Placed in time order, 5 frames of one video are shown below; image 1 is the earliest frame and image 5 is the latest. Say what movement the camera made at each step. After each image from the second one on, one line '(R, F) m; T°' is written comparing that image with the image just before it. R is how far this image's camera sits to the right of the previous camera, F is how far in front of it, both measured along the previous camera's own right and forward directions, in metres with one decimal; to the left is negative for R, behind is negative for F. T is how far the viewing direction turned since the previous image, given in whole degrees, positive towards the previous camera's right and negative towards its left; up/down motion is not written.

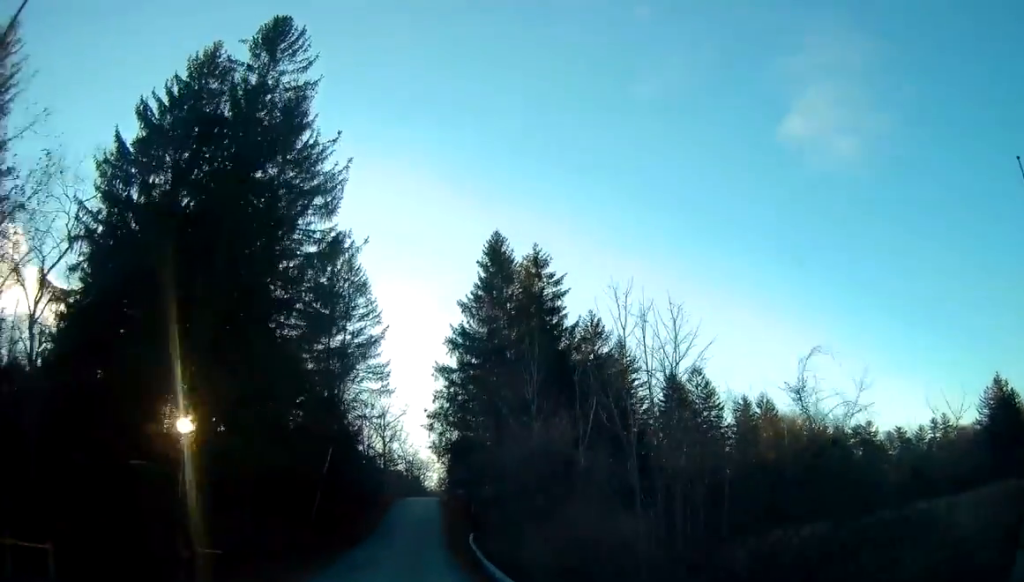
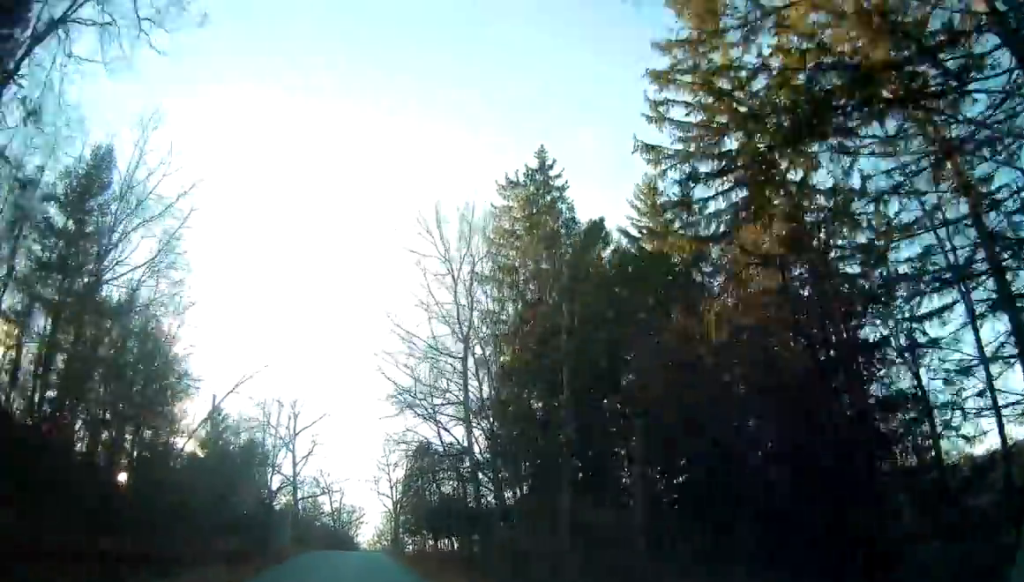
(-11.9, +50.7) m; -4°
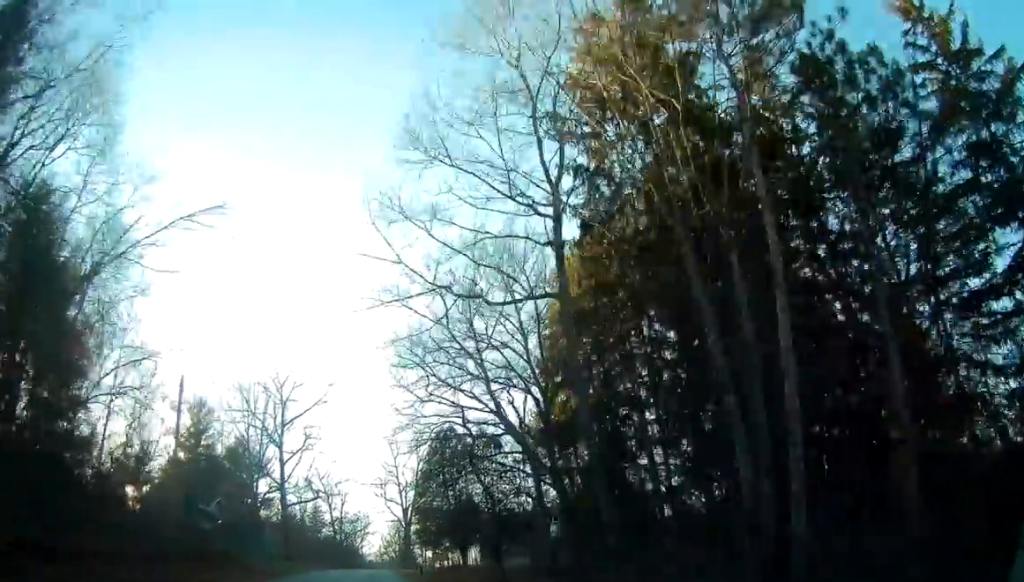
(-0.1, +15.8) m; 0°
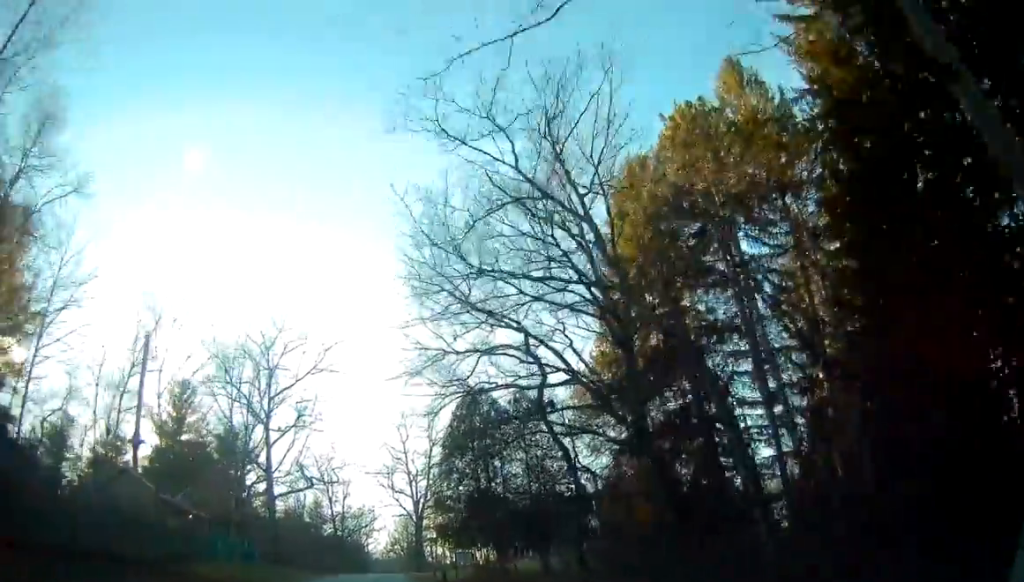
(+0.2, +12.0) m; +1°
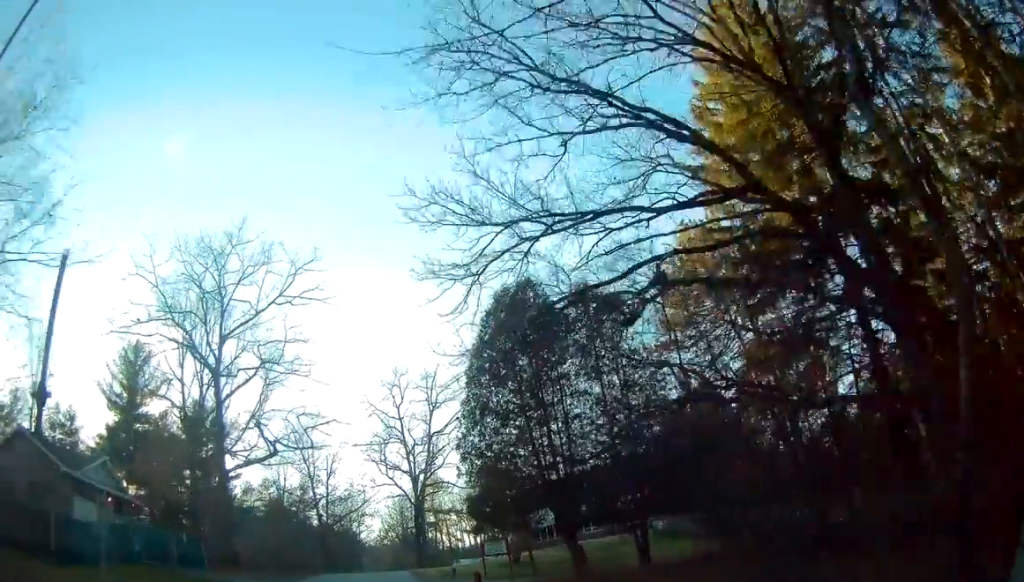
(+0.1, +14.2) m; -1°
